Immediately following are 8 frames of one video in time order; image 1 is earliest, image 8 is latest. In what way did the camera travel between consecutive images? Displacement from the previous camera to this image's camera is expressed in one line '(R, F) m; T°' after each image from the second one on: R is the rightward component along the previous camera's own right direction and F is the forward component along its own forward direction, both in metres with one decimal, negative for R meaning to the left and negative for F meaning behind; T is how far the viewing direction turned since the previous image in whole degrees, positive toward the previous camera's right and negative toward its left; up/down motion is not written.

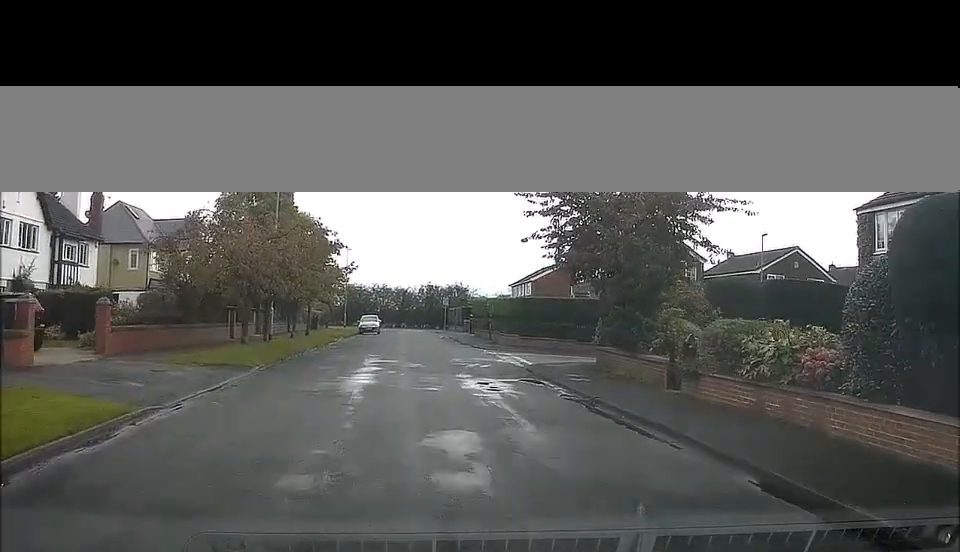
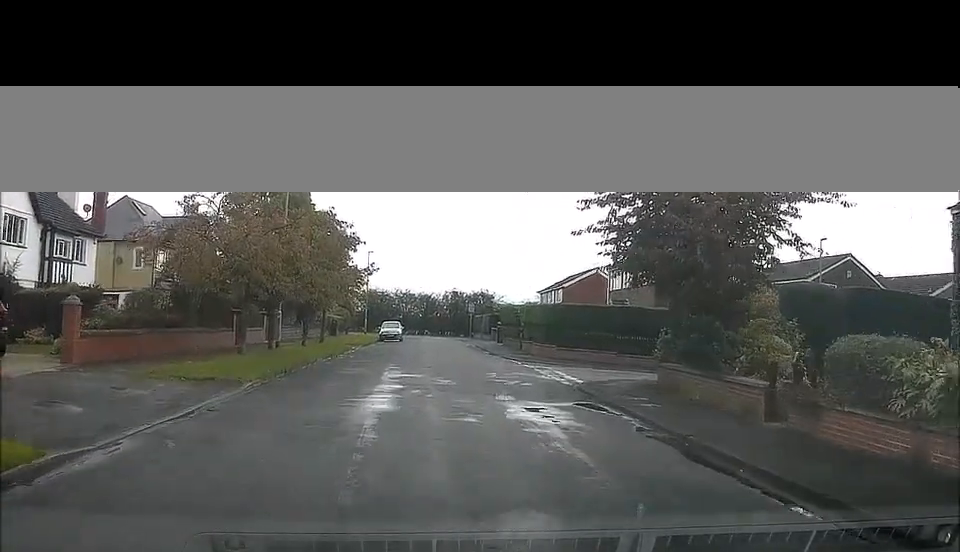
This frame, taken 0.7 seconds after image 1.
(0.0, +4.2) m; +1°
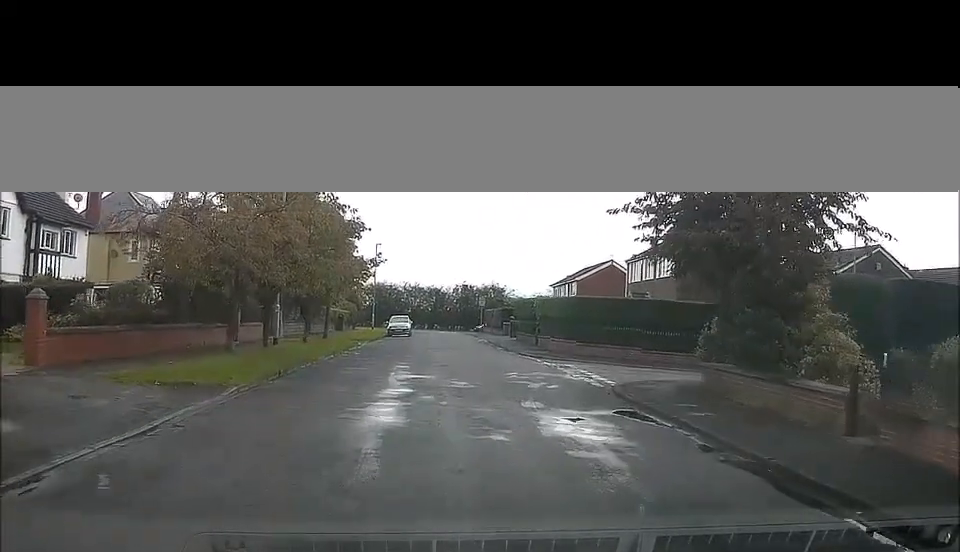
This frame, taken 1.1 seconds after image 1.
(-0.1, +2.6) m; +2°
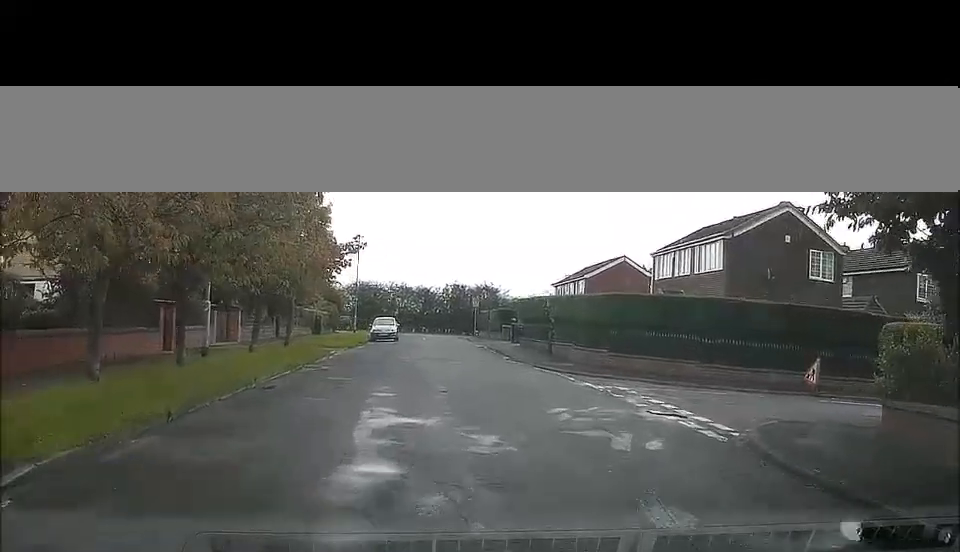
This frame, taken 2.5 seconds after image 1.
(+0.5, +8.3) m; +4°
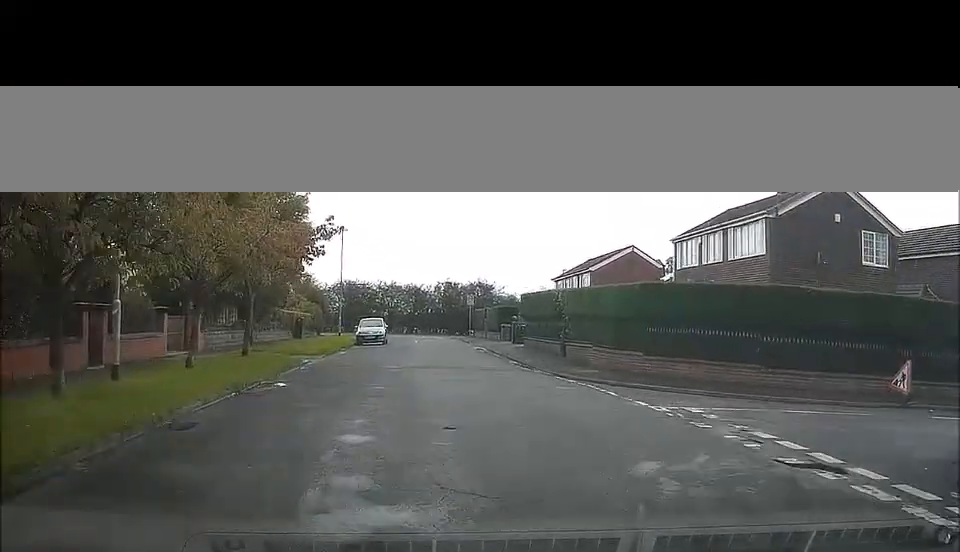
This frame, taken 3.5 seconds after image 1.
(-0.1, +4.0) m; -2°
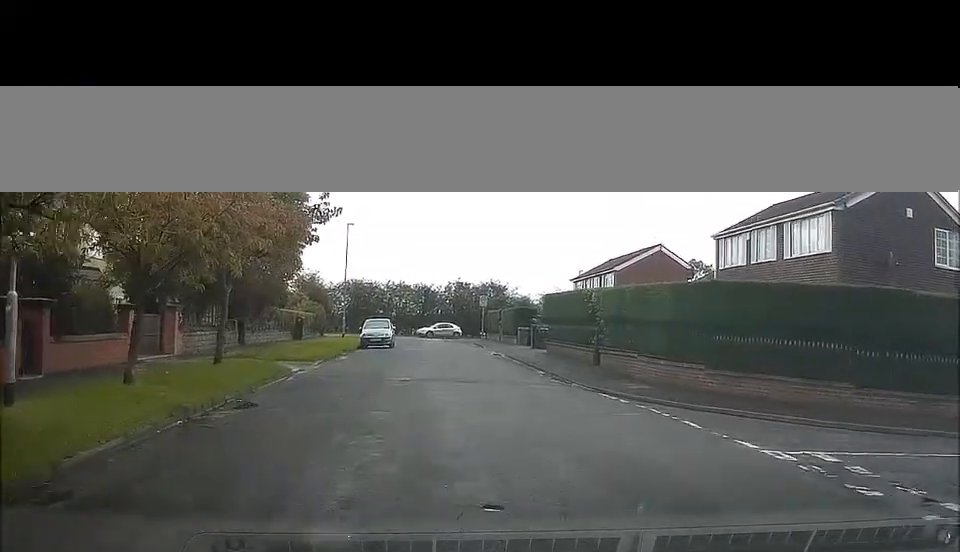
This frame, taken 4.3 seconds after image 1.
(0.0, +1.8) m; -2°
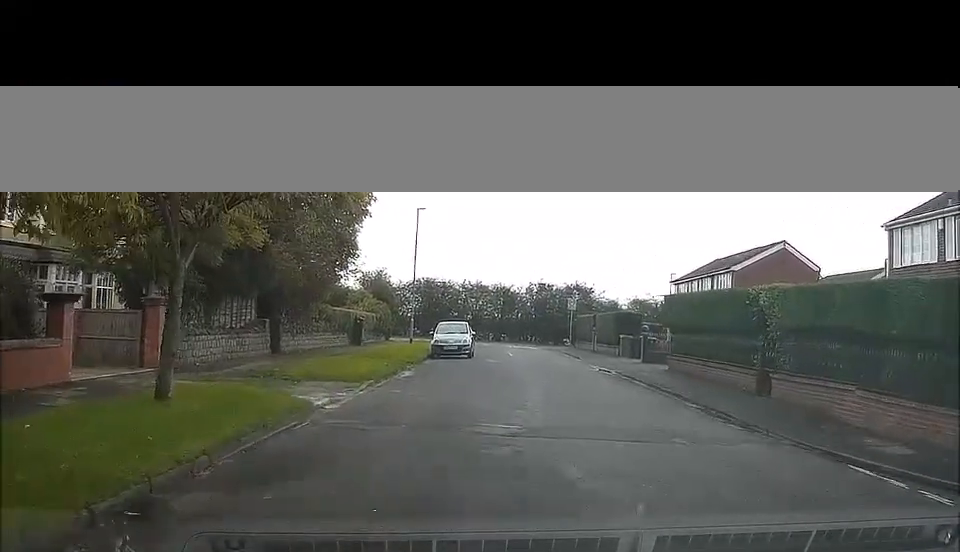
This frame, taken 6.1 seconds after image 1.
(-0.3, +7.9) m; -3°
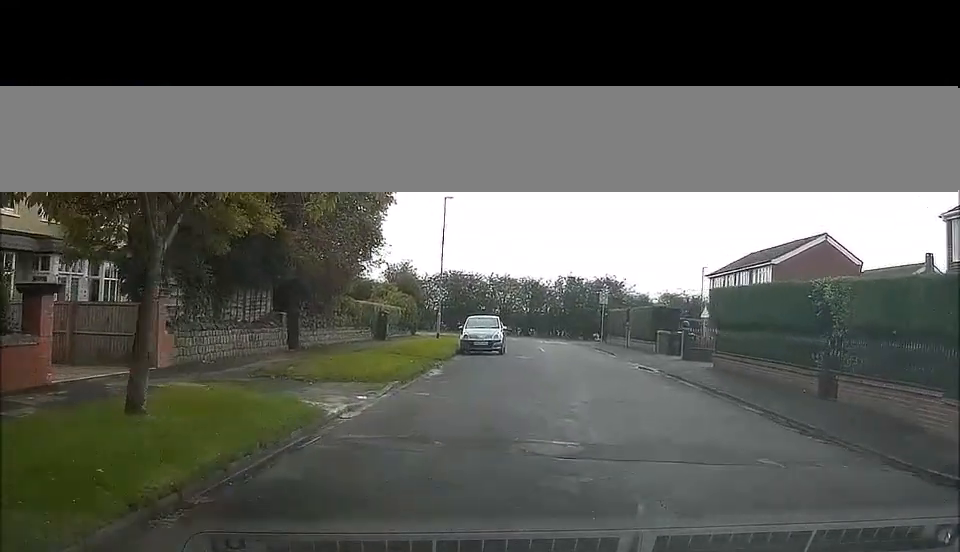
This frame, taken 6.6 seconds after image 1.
(0.0, +2.4) m; -1°
